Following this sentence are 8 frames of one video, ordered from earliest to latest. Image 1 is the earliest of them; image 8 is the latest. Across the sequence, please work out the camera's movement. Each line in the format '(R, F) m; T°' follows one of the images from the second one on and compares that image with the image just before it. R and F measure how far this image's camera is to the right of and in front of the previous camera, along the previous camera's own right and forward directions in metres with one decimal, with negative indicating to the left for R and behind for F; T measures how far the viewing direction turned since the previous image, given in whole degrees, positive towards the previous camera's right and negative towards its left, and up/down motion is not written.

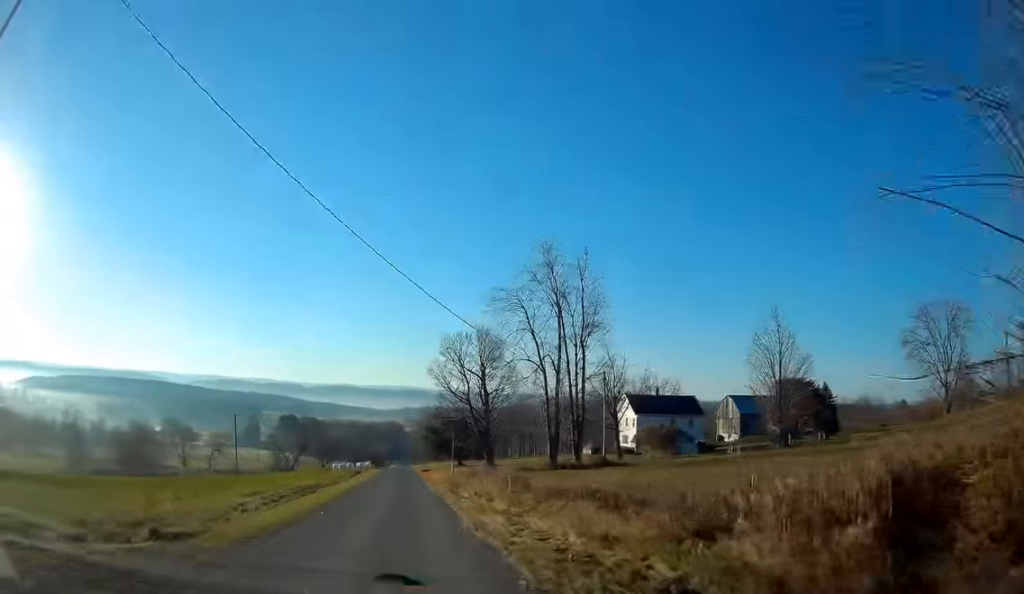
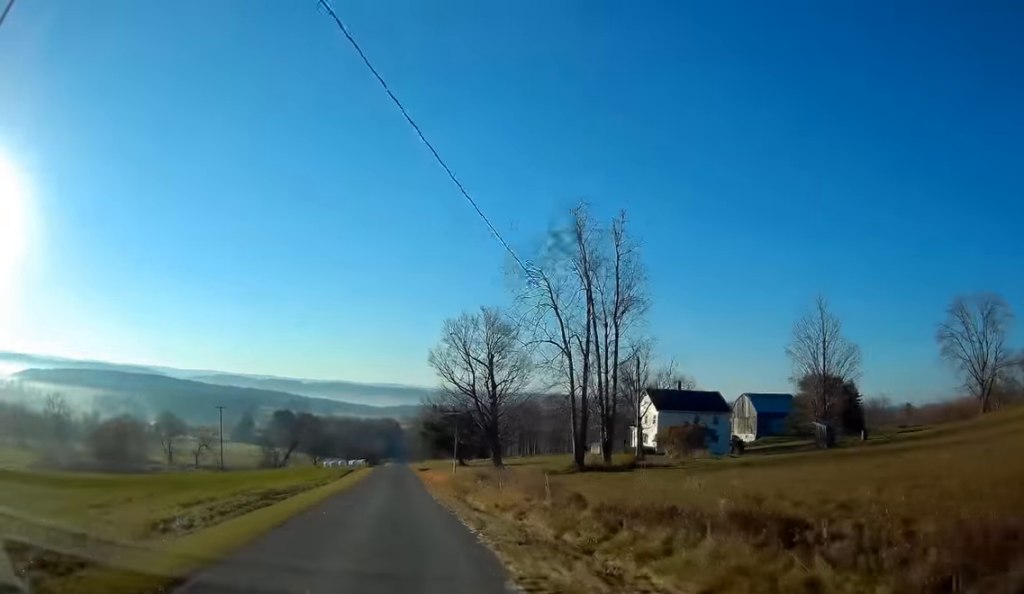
(+0.1, +8.3) m; 0°
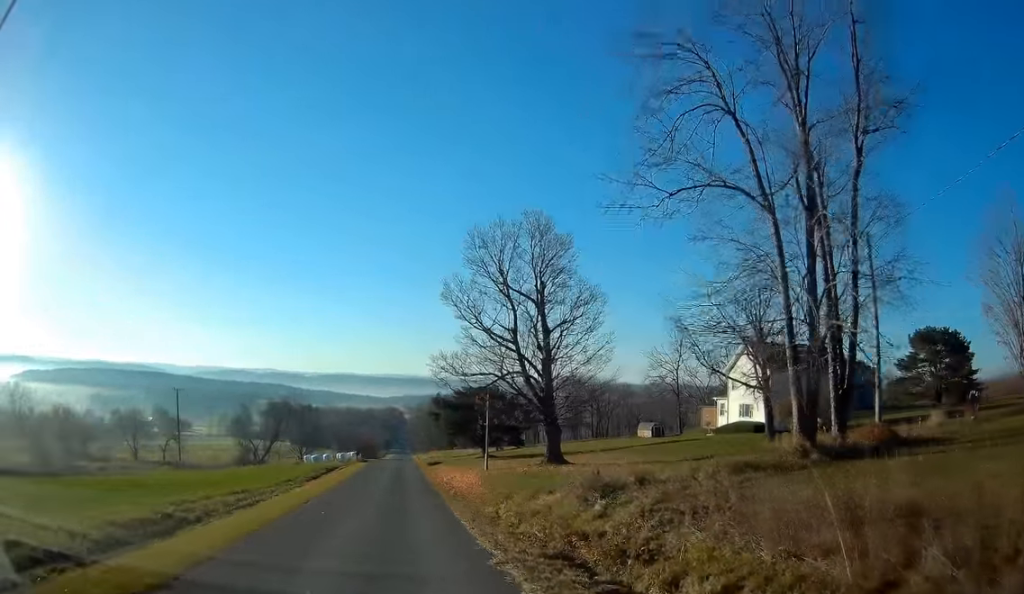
(-0.4, +24.1) m; -1°
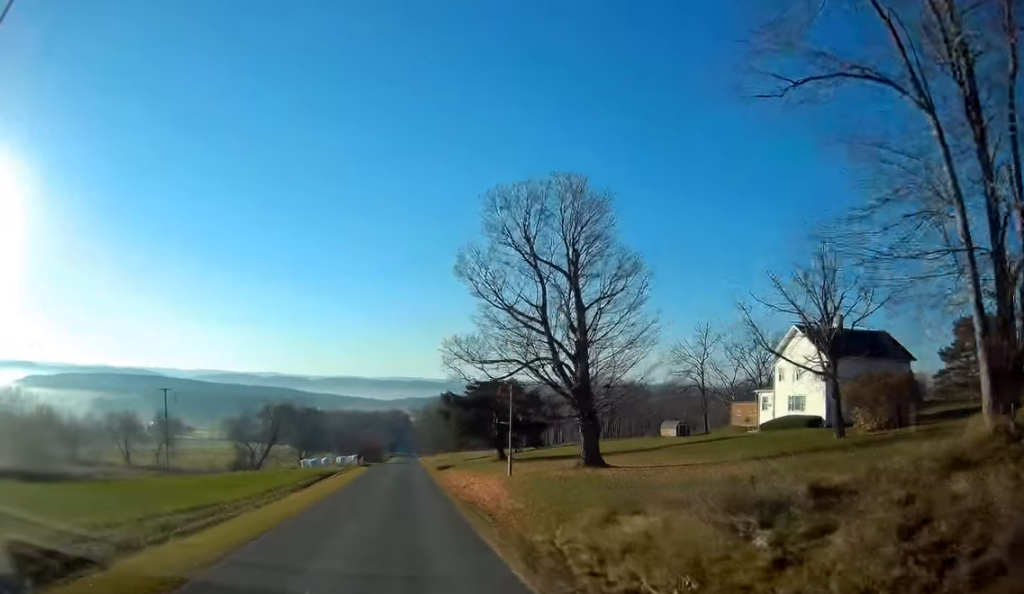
(0.0, +6.9) m; 0°
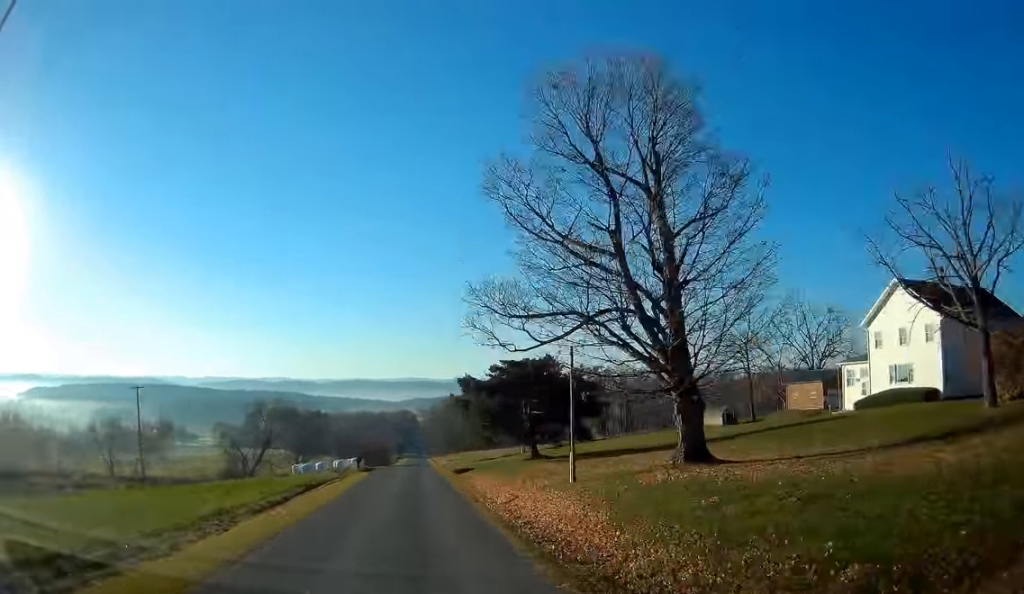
(0.0, +11.6) m; 0°
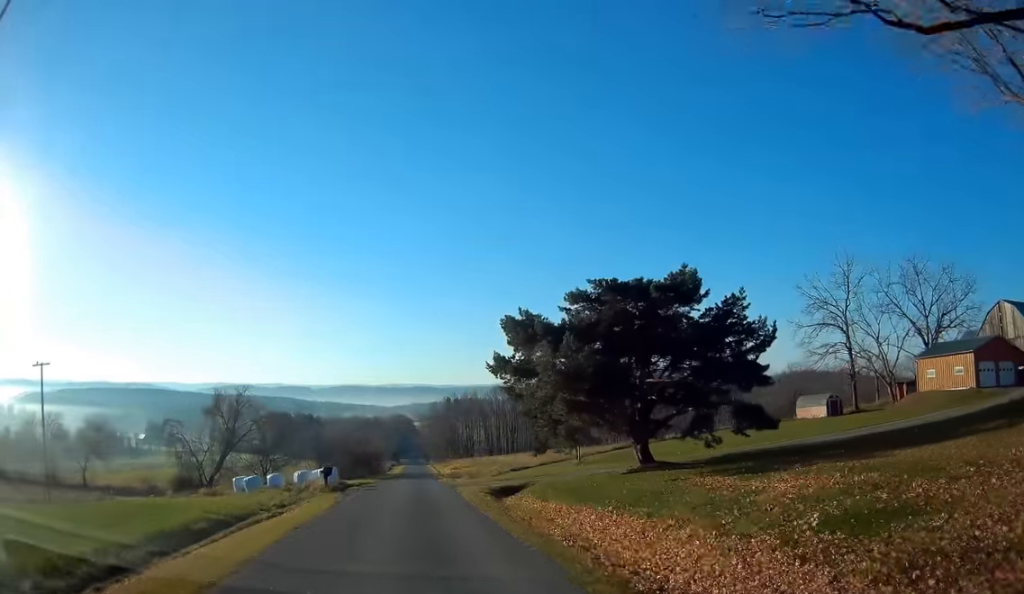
(-0.1, +22.4) m; -1°
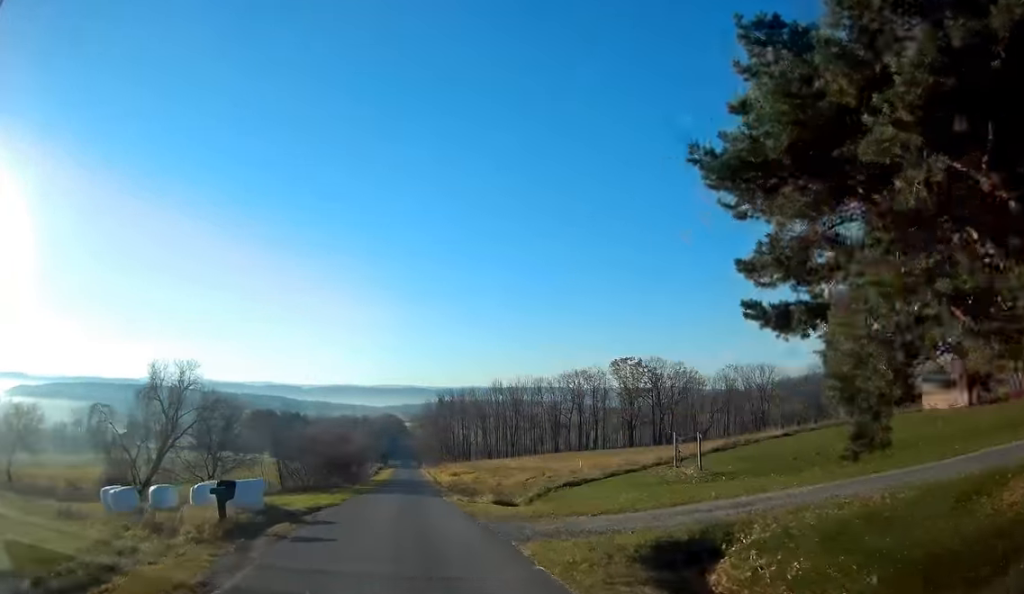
(-0.2, +19.5) m; 0°
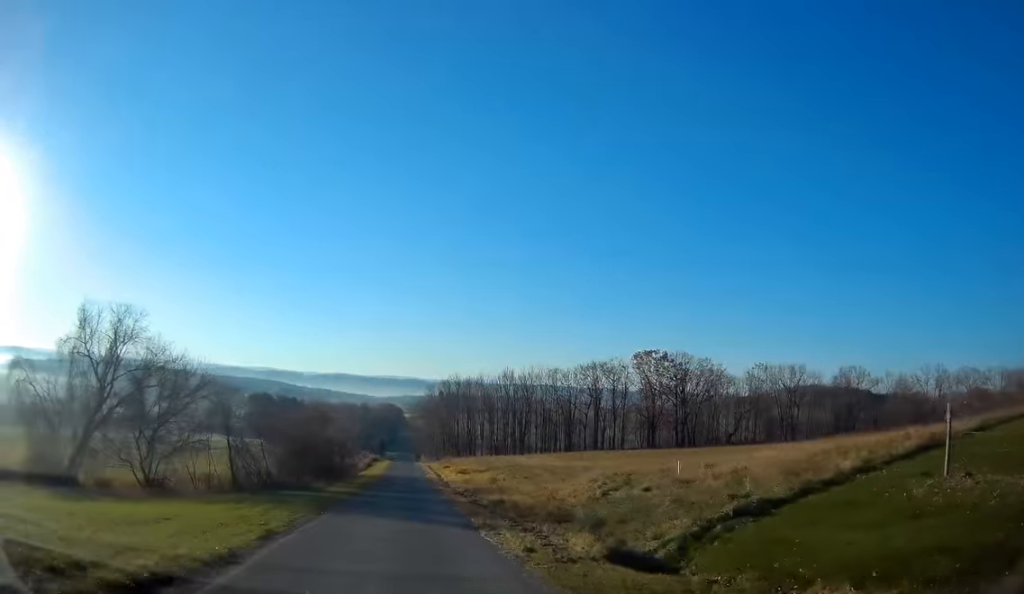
(+0.2, +16.3) m; +1°
